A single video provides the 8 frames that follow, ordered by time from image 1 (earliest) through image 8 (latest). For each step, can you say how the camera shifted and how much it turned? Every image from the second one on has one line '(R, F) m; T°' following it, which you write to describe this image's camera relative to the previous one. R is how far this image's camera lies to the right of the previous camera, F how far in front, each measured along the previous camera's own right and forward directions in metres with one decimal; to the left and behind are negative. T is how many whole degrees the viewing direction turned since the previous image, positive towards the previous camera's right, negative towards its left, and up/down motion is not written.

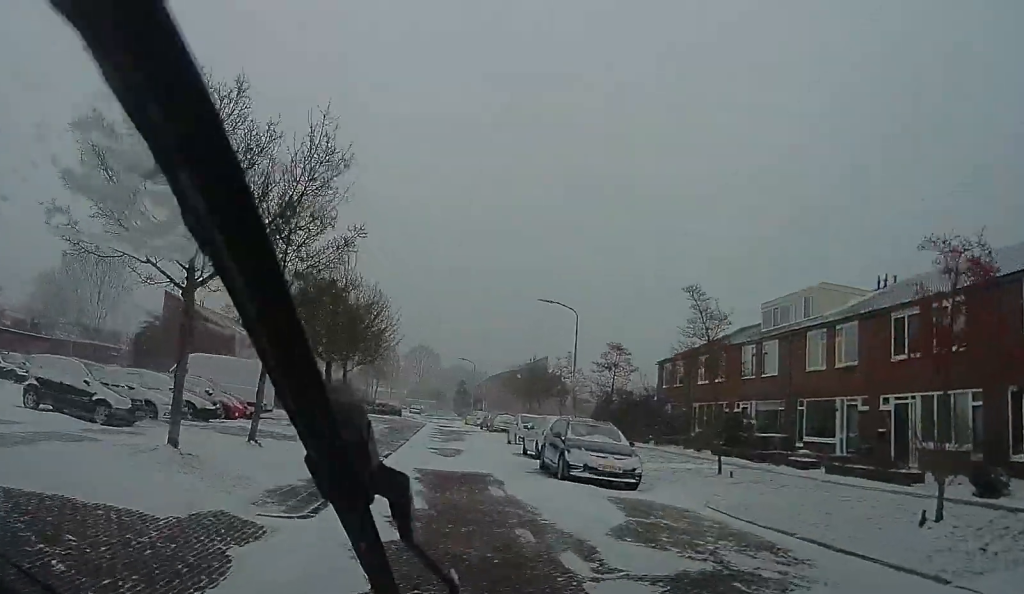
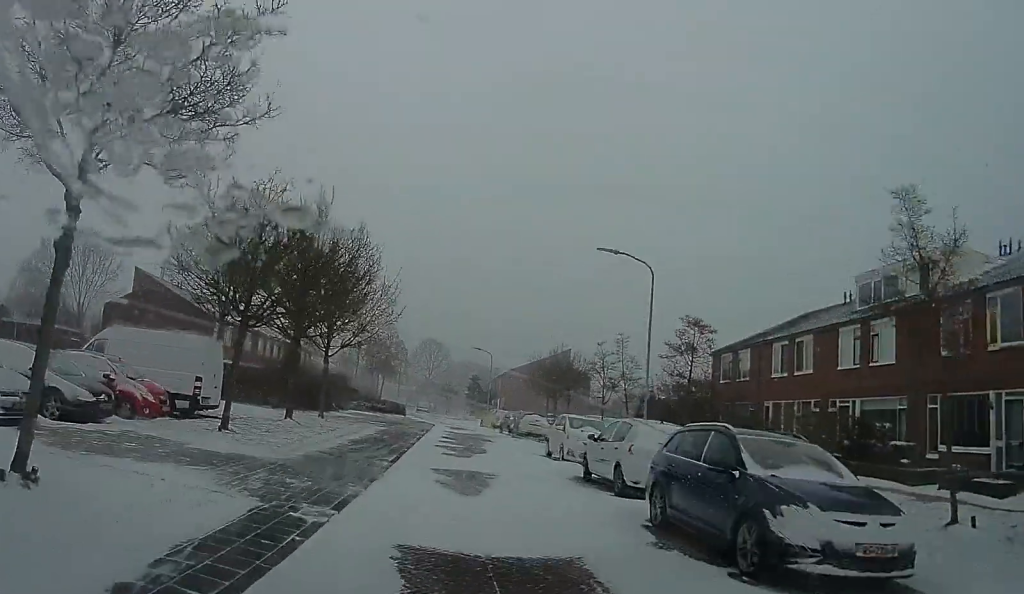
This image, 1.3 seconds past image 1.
(+0.8, +8.2) m; +6°
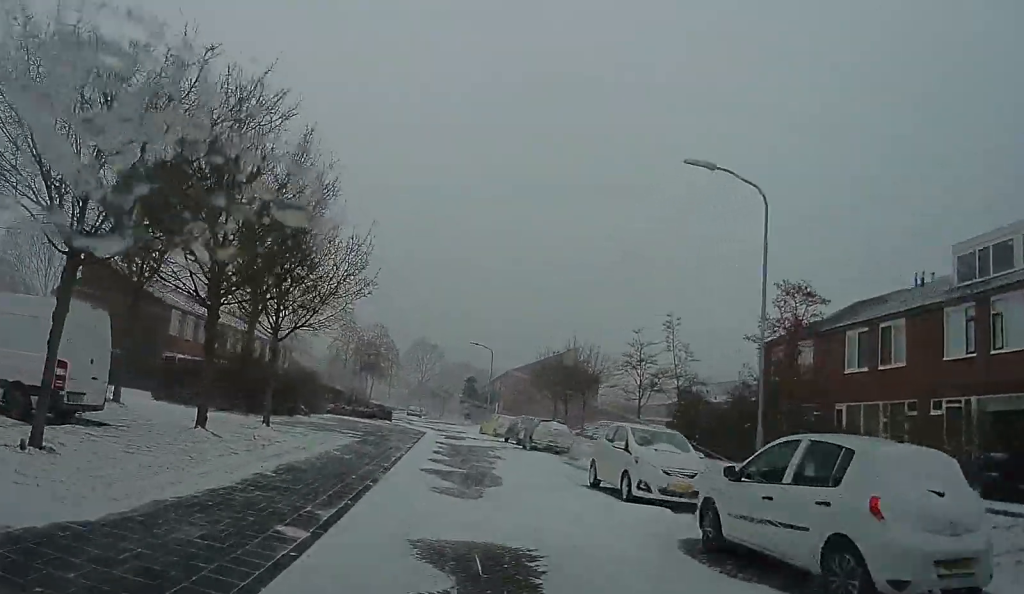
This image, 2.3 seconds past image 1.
(-0.3, +6.8) m; -4°
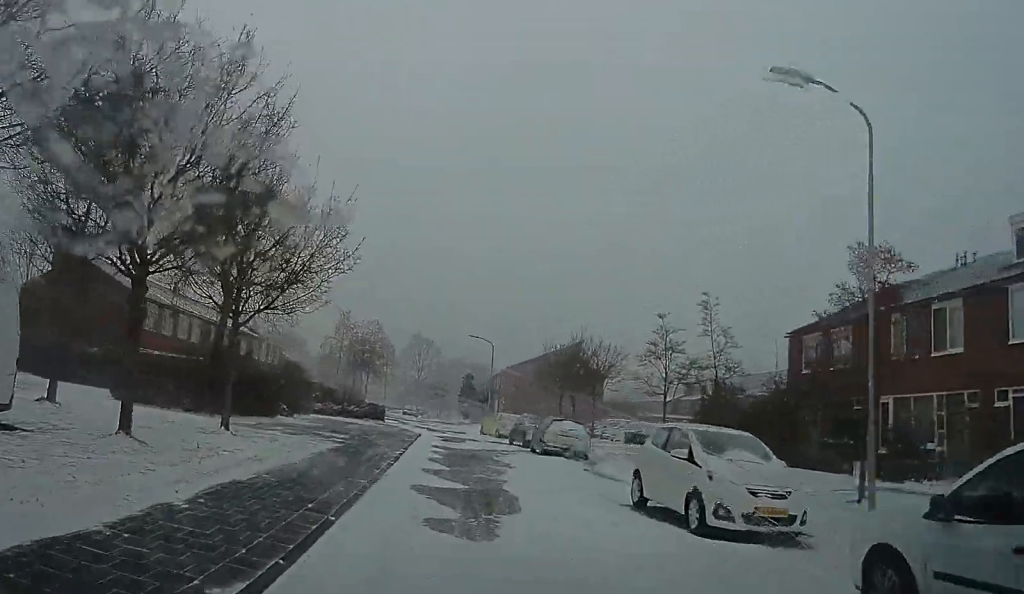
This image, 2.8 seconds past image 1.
(-0.6, +3.2) m; -1°
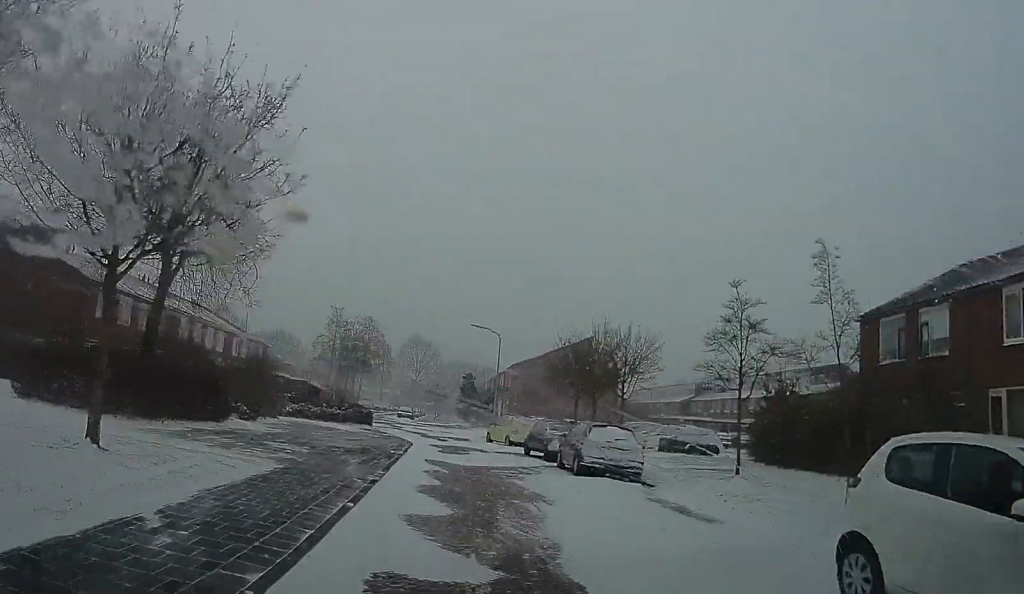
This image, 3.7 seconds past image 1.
(+1.1, +5.6) m; +10°
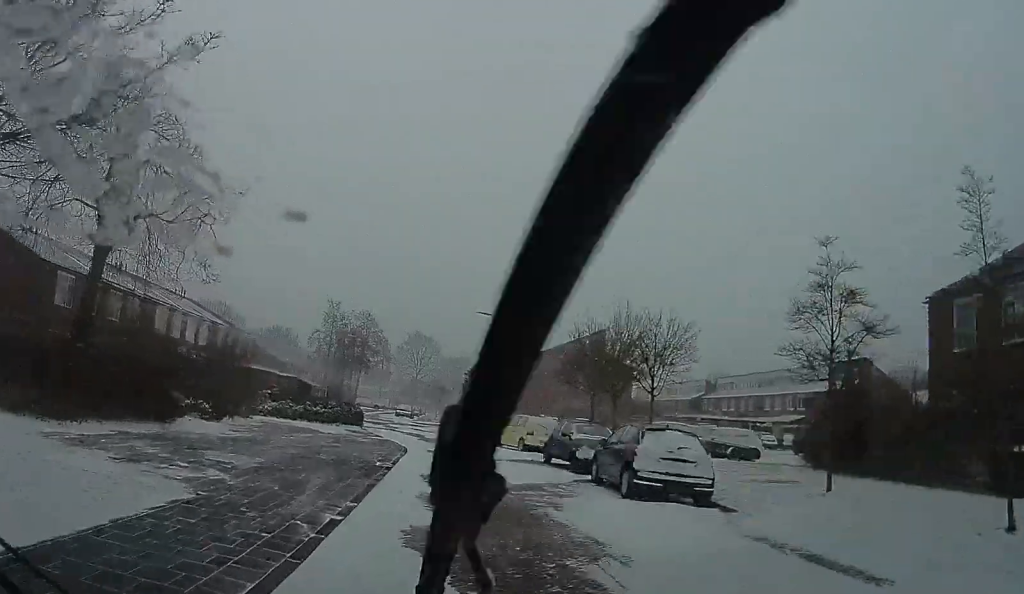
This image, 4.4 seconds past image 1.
(+0.1, +4.1) m; -3°
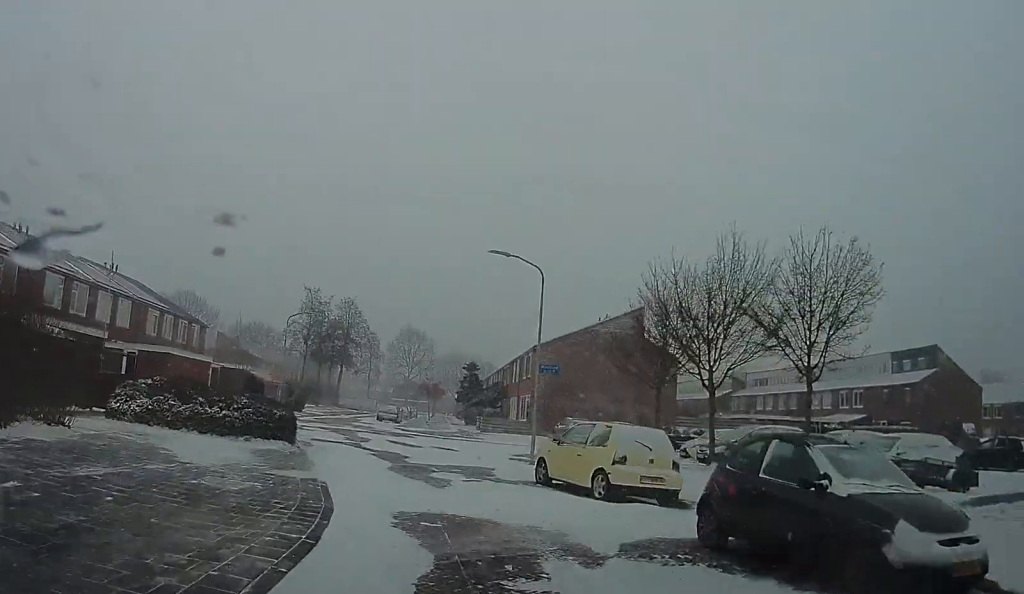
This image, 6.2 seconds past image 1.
(-1.0, +12.0) m; -8°
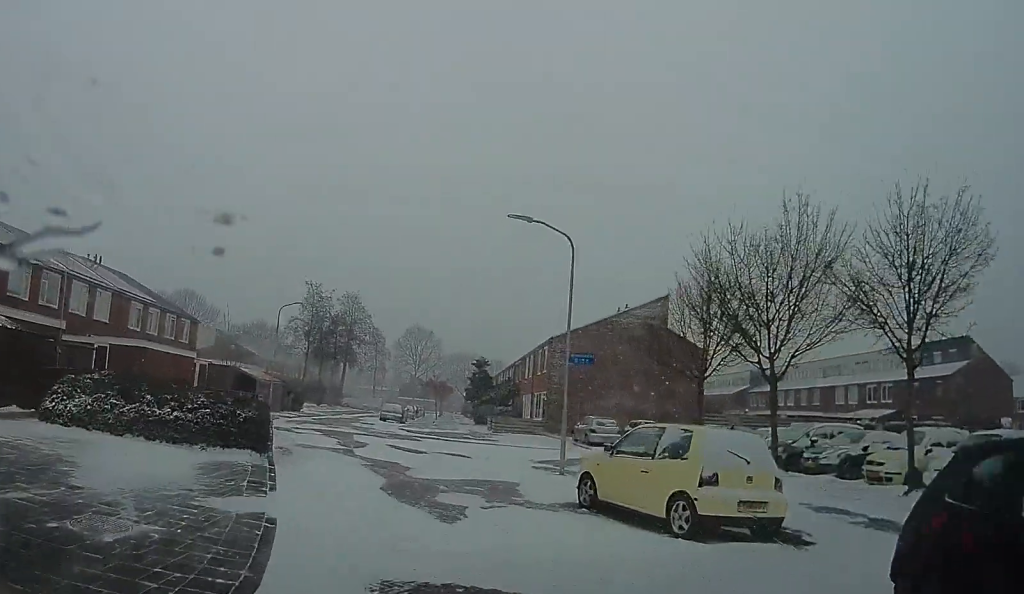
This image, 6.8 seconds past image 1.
(+0.3, +3.3) m; -3°
